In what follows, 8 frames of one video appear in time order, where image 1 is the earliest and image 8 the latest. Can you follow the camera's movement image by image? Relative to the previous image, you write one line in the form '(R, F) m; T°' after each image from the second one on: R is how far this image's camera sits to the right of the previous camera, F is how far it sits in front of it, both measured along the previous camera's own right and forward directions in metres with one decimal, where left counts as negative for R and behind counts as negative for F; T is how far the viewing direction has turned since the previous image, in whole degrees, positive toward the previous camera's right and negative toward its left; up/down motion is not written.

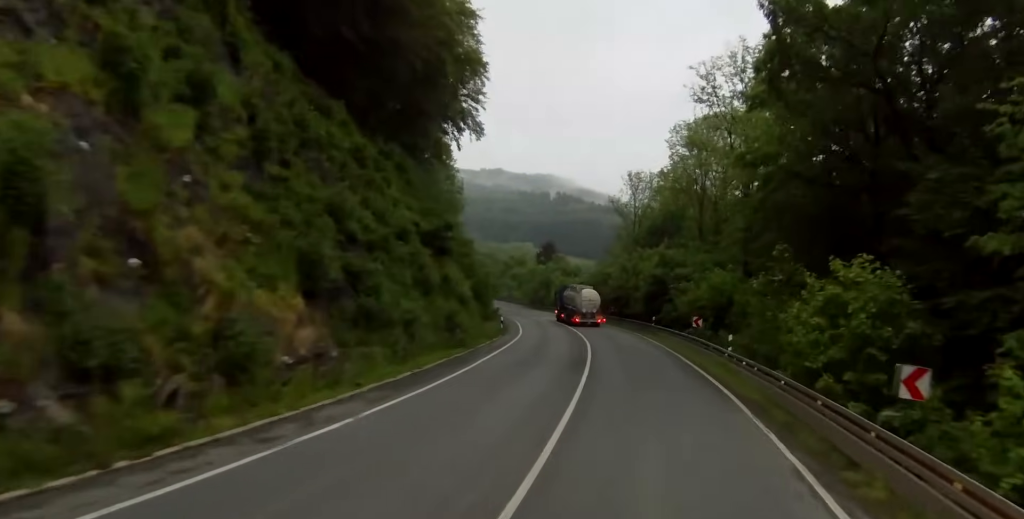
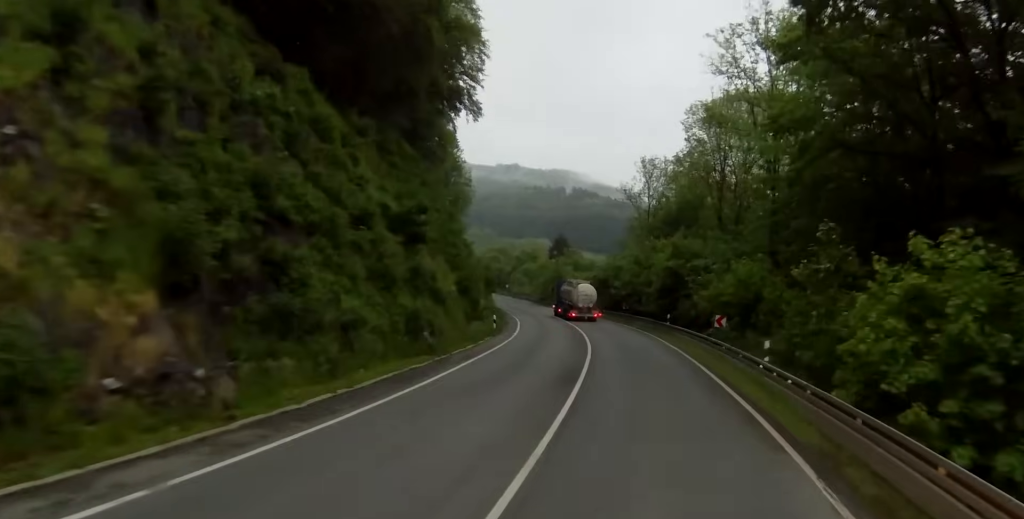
(-0.1, +6.2) m; -1°
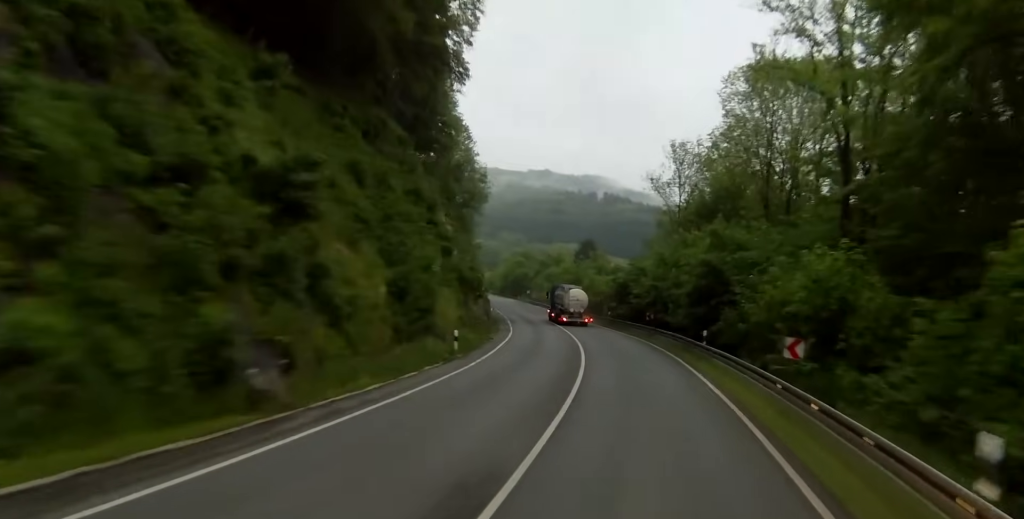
(0.0, +13.6) m; 0°
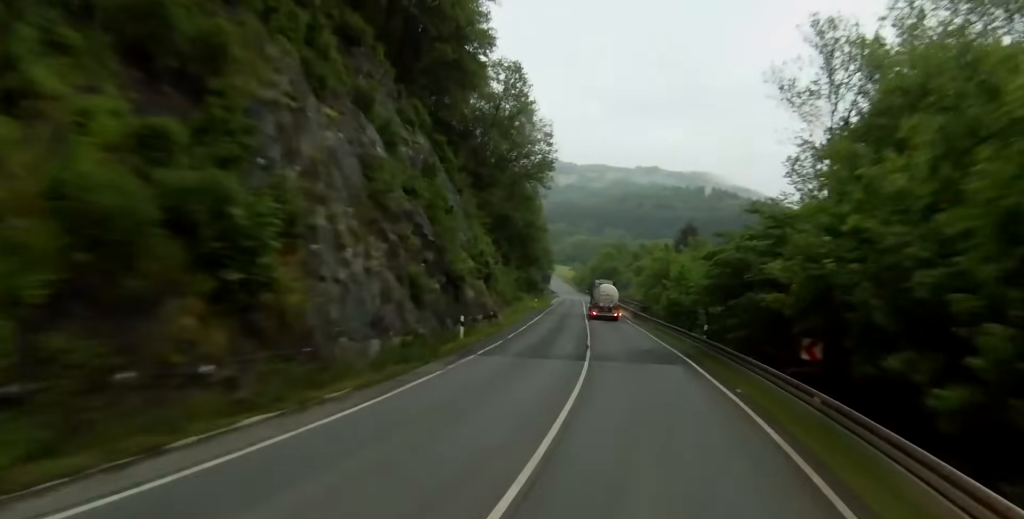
(-2.5, +37.5) m; -8°
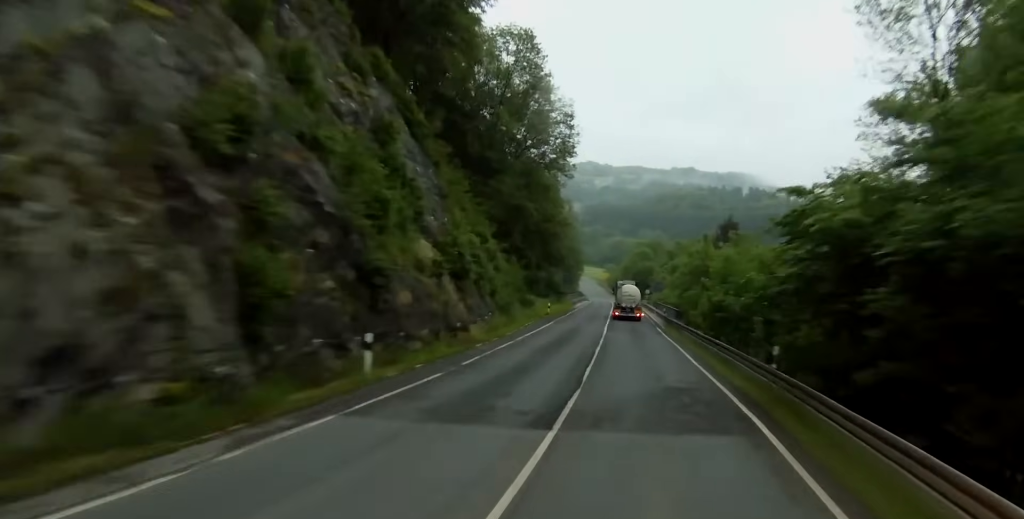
(-0.3, +15.1) m; -2°
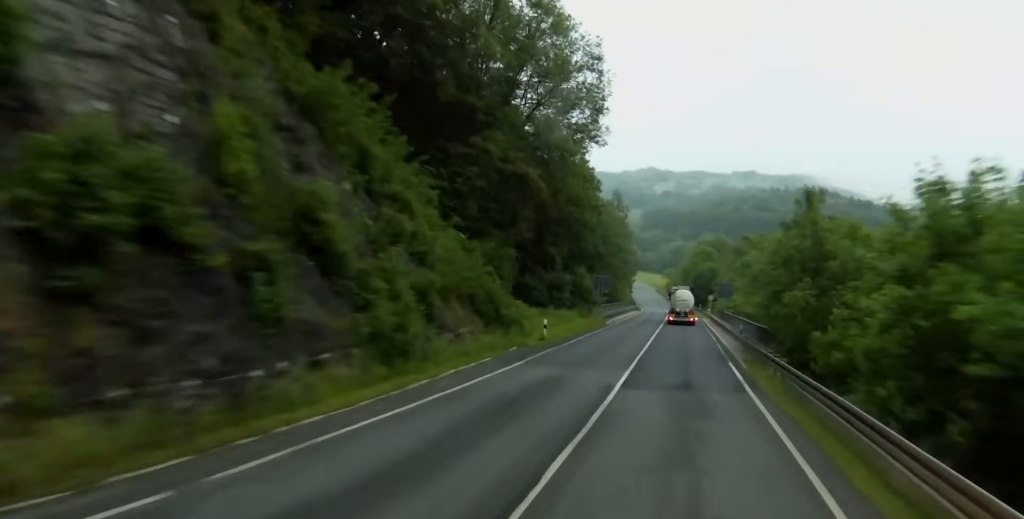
(-0.4, +30.9) m; 0°
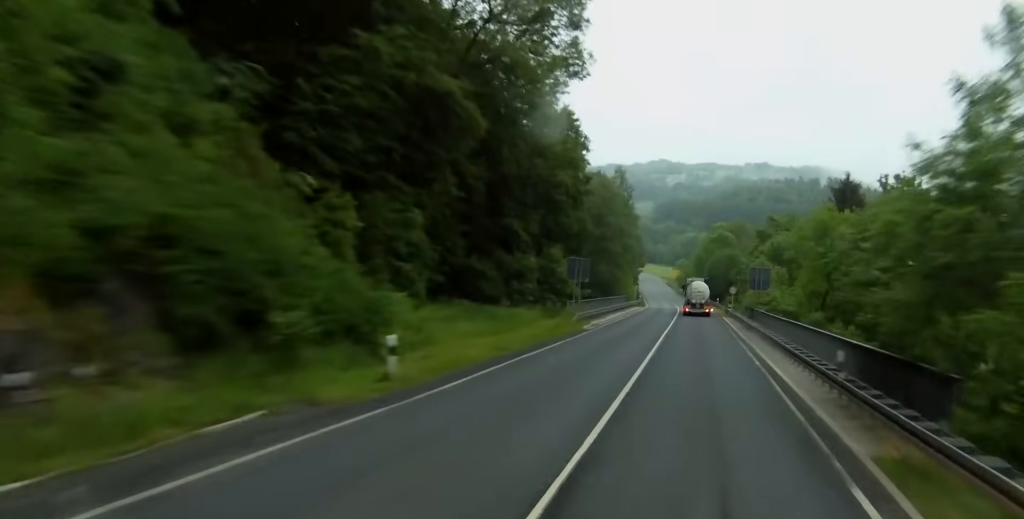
(+0.2, +25.8) m; -2°
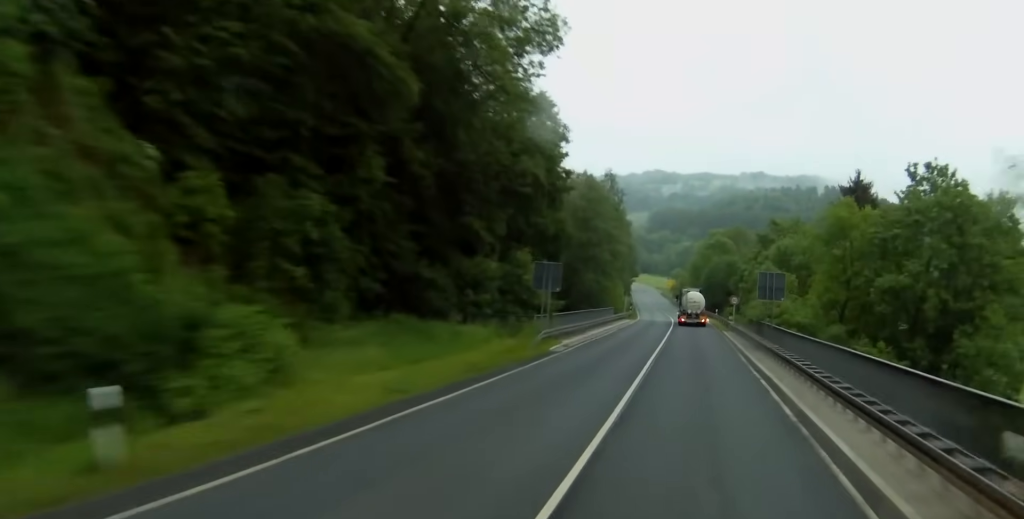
(-0.4, +10.8) m; -1°
